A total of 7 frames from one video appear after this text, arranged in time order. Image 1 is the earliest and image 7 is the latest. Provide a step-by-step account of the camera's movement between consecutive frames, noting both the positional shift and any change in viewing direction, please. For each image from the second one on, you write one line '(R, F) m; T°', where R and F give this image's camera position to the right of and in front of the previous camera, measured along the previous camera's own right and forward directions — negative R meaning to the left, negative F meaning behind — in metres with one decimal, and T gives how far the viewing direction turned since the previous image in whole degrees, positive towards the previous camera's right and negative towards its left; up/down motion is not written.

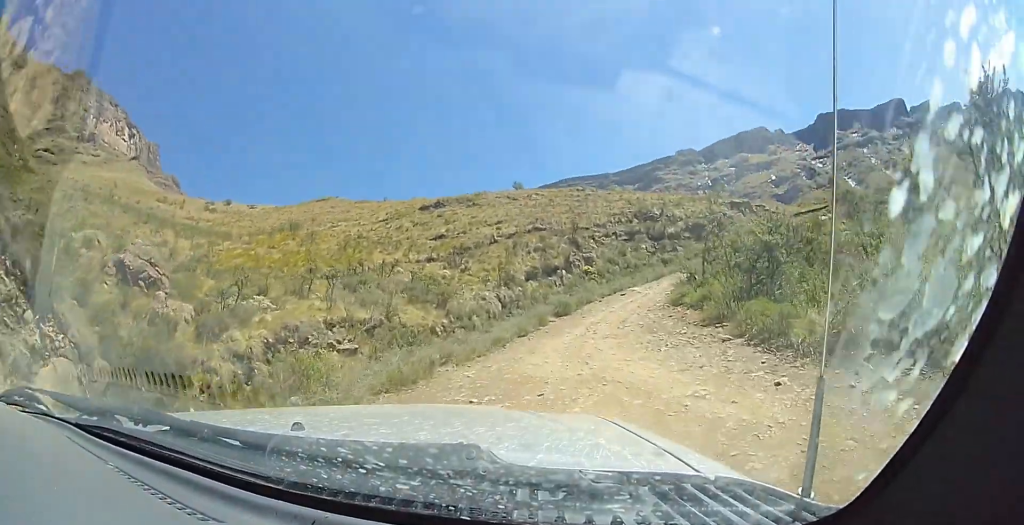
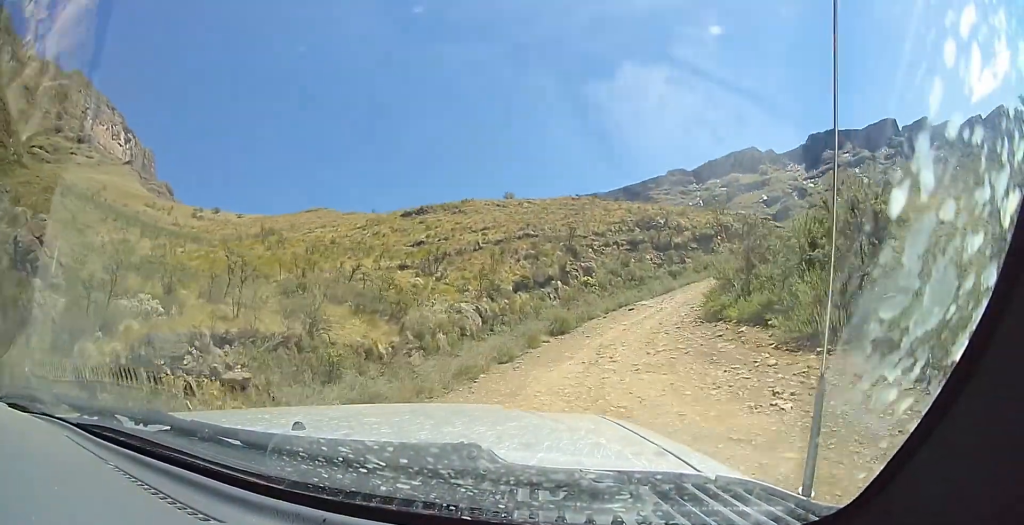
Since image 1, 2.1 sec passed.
(+0.1, +5.0) m; +5°
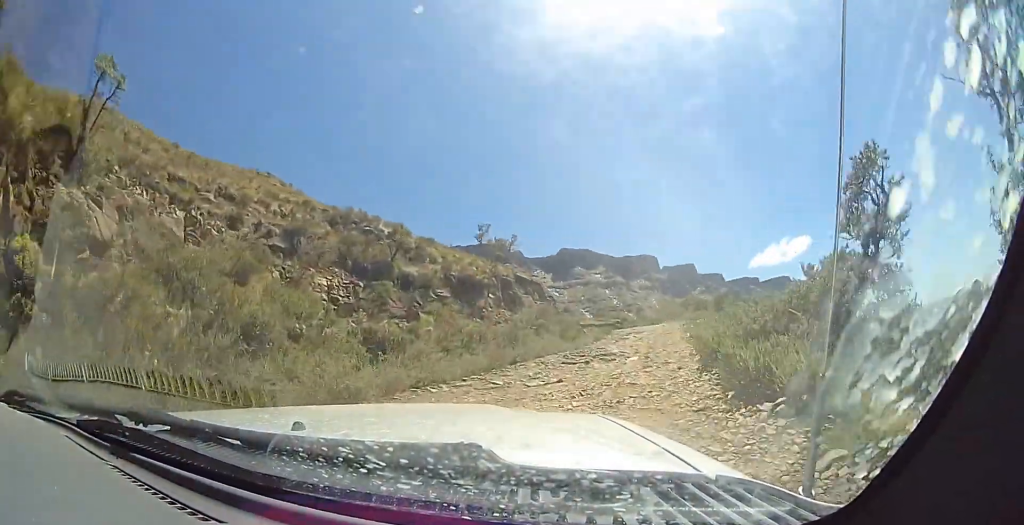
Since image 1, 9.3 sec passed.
(+4.8, +20.3) m; +32°
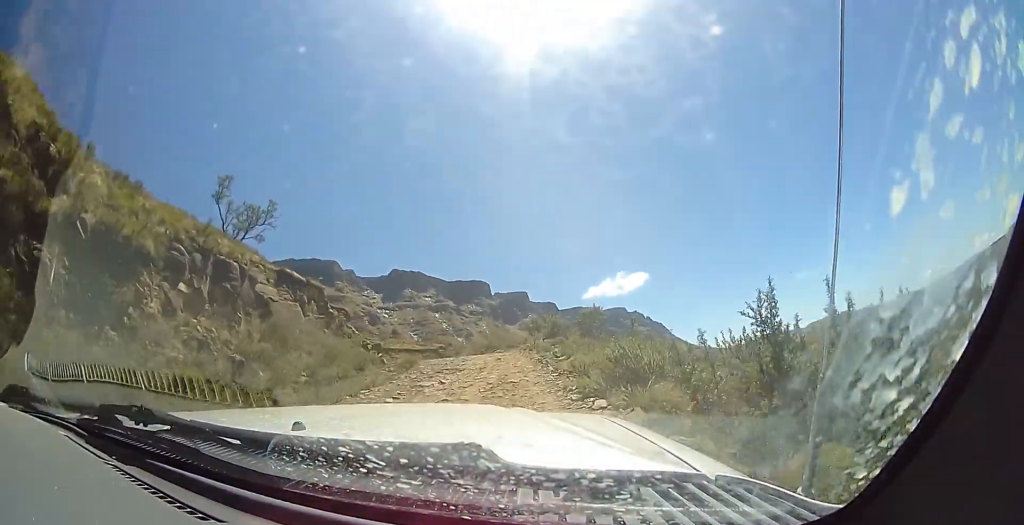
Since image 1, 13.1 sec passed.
(+2.3, +13.0) m; +11°
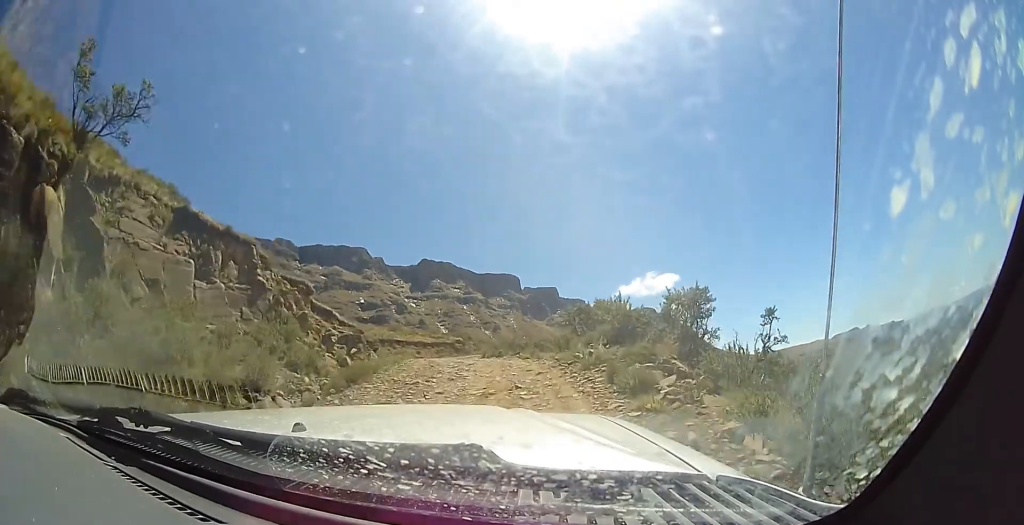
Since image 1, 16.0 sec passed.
(+0.2, +10.6) m; 0°
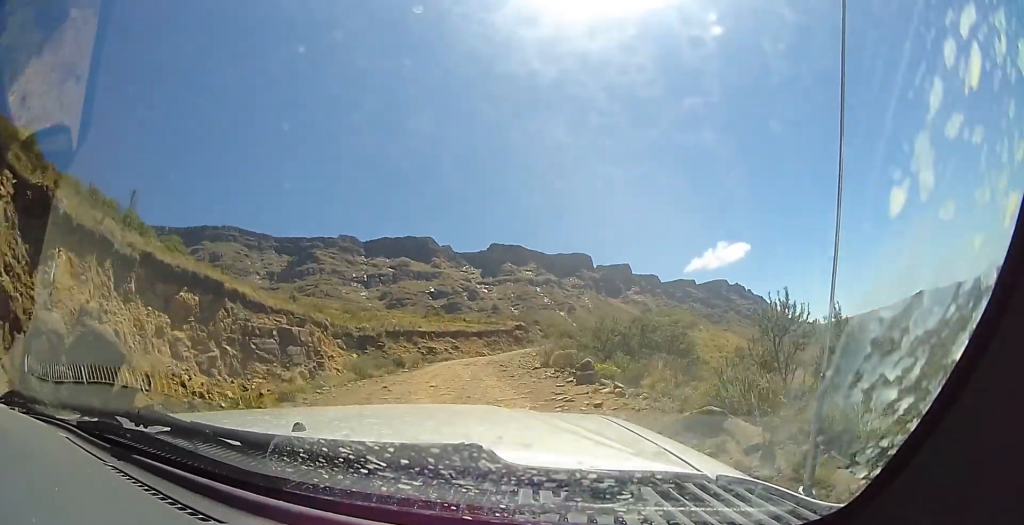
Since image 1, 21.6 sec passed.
(-0.8, +20.4) m; -8°
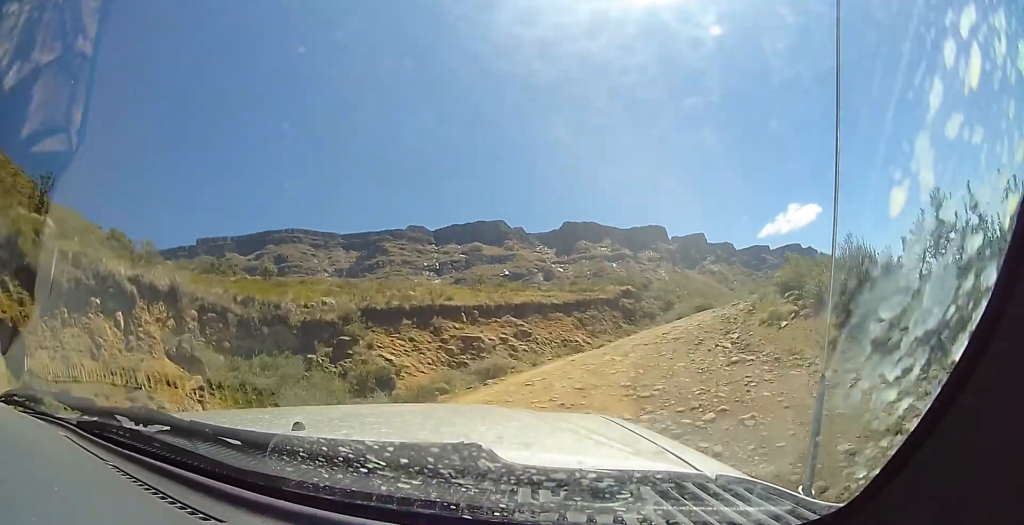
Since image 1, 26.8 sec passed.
(-1.5, +18.6) m; +1°
